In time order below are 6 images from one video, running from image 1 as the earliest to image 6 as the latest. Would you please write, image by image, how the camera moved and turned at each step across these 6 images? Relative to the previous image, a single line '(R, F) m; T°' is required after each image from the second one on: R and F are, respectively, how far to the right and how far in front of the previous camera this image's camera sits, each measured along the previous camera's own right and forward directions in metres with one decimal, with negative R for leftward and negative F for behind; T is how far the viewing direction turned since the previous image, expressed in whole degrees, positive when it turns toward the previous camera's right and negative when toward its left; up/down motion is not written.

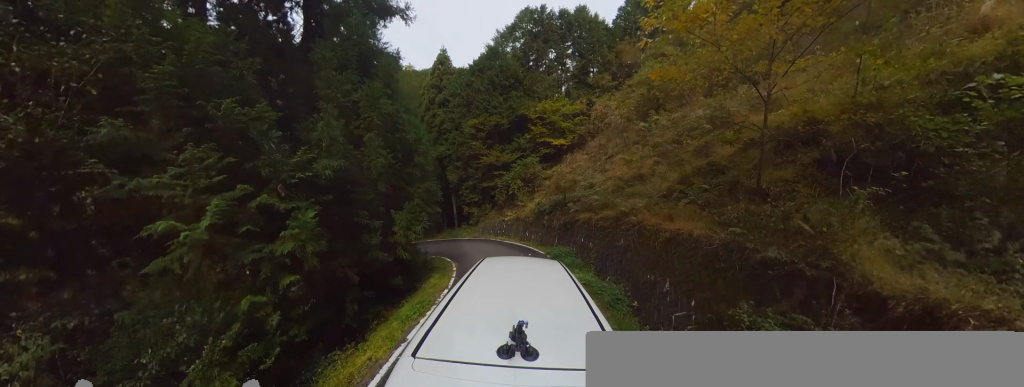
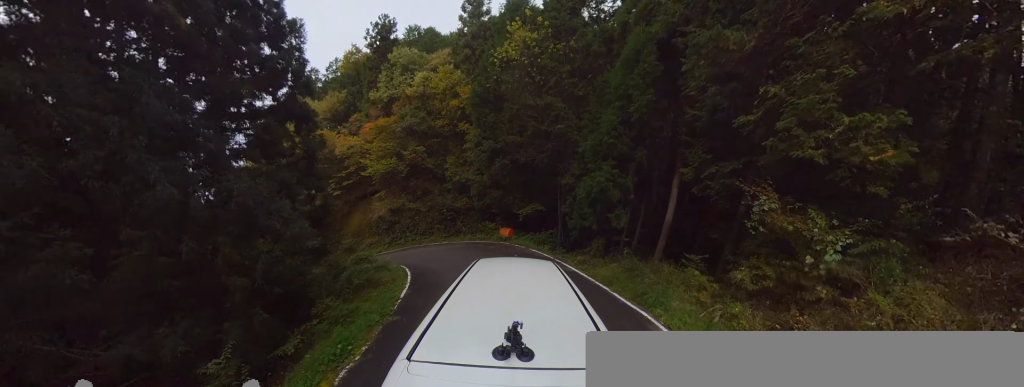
(-5.4, +6.8) m; -83°
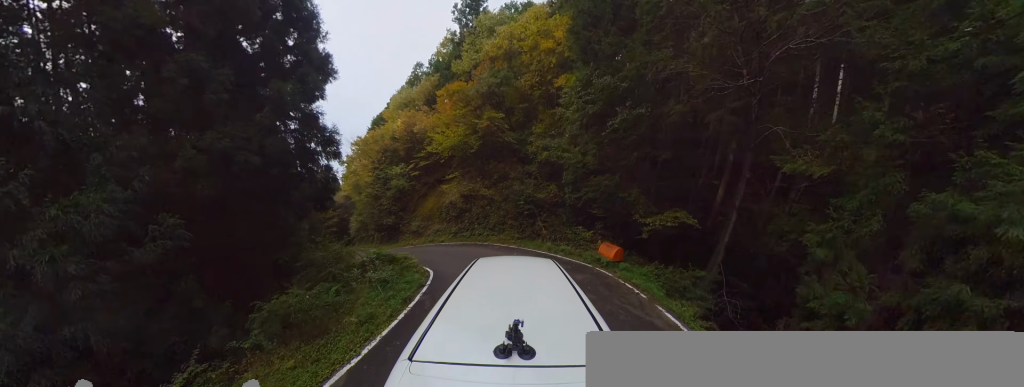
(-1.5, +3.9) m; -26°
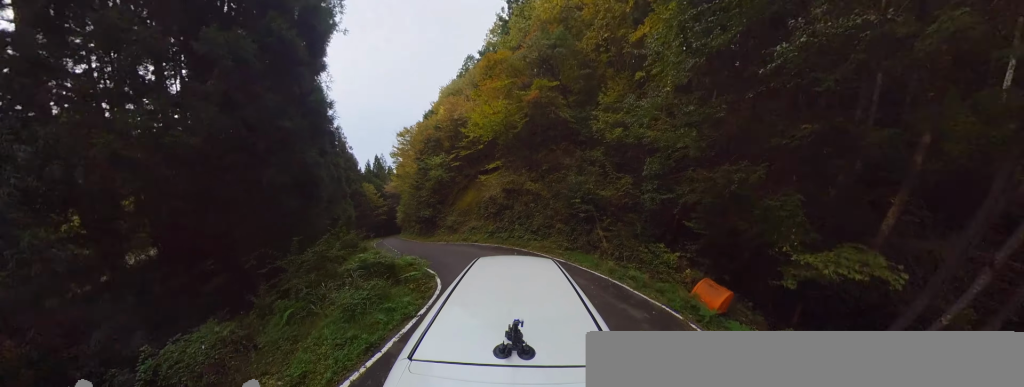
(-0.2, +2.9) m; -7°
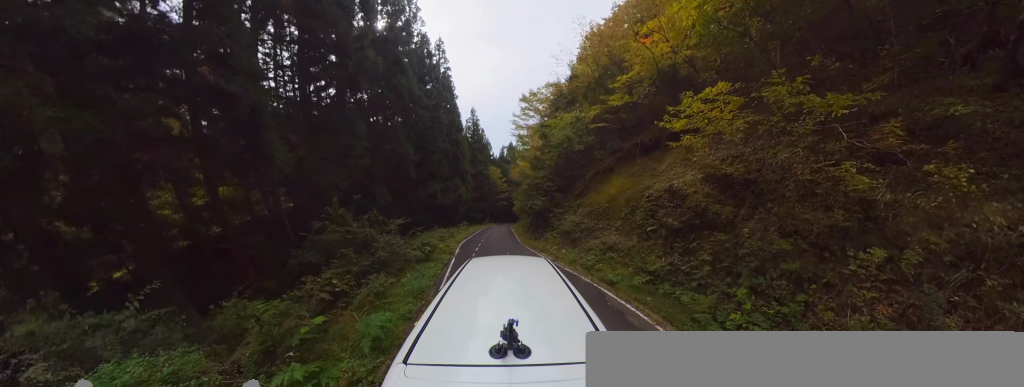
(-1.6, +9.4) m; -9°
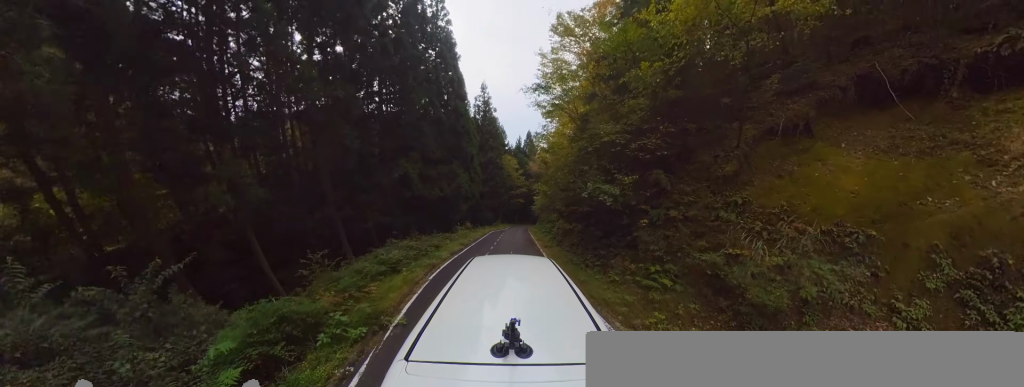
(+1.5, +9.3) m; +10°
